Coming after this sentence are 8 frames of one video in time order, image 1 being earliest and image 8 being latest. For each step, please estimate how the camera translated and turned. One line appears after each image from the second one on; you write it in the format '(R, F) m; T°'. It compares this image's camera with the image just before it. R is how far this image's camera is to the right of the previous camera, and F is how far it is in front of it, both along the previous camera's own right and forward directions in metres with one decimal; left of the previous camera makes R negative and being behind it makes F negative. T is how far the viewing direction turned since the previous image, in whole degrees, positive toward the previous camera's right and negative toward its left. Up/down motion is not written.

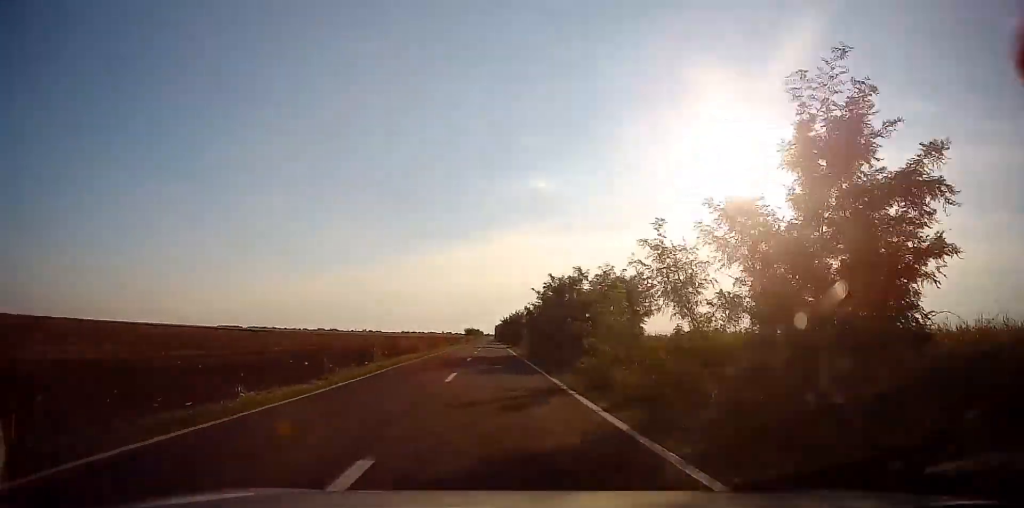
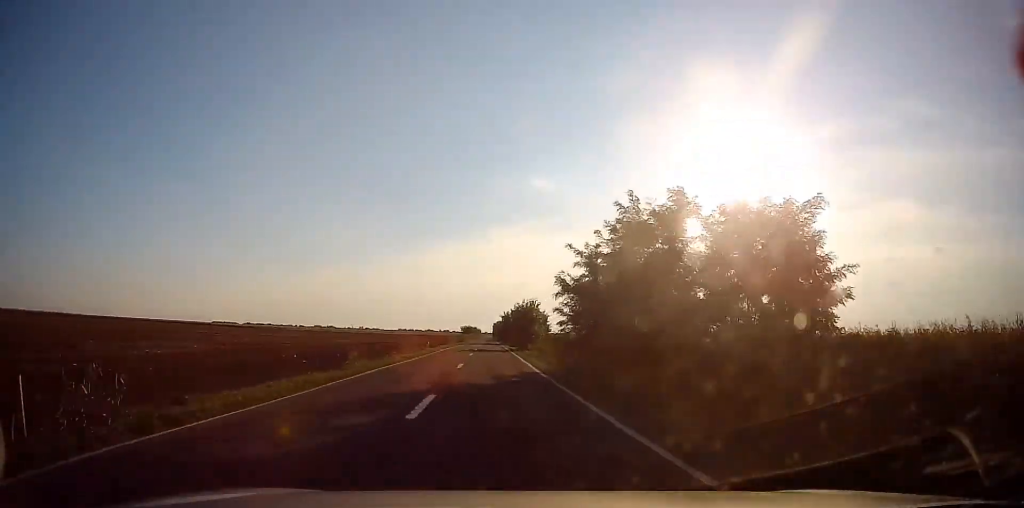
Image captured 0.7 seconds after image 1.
(-0.2, +18.5) m; -1°
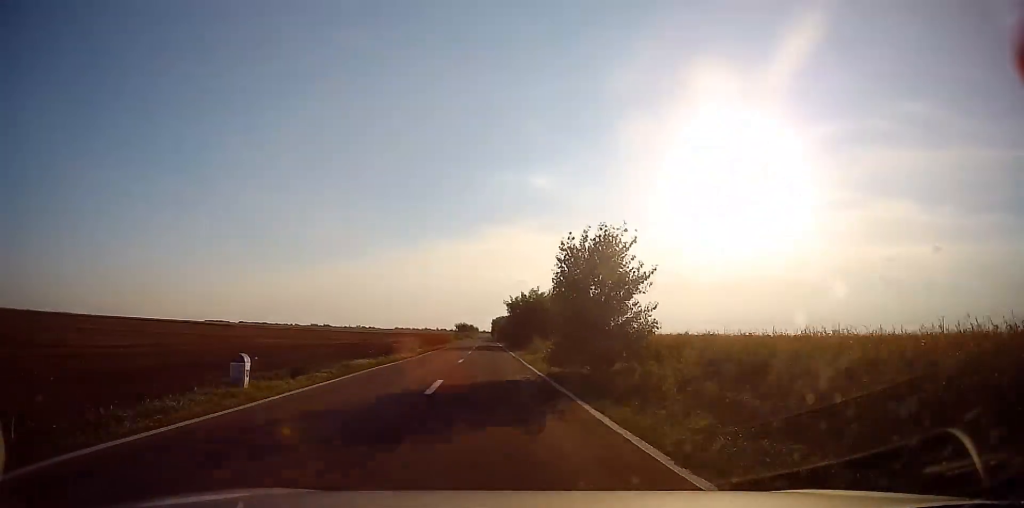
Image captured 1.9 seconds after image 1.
(+0.1, +32.9) m; +1°
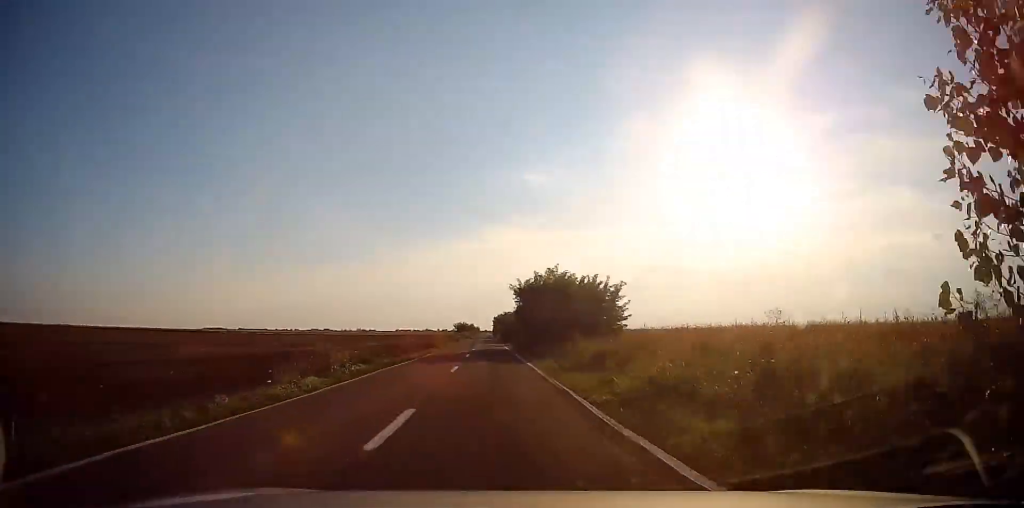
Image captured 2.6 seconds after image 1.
(0.0, +17.1) m; +1°
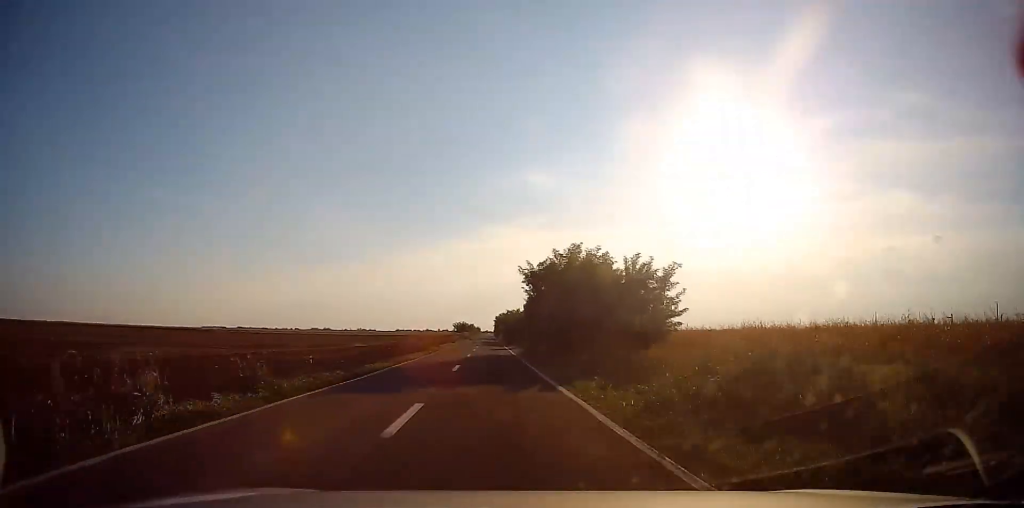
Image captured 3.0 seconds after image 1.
(+0.1, +11.0) m; 0°
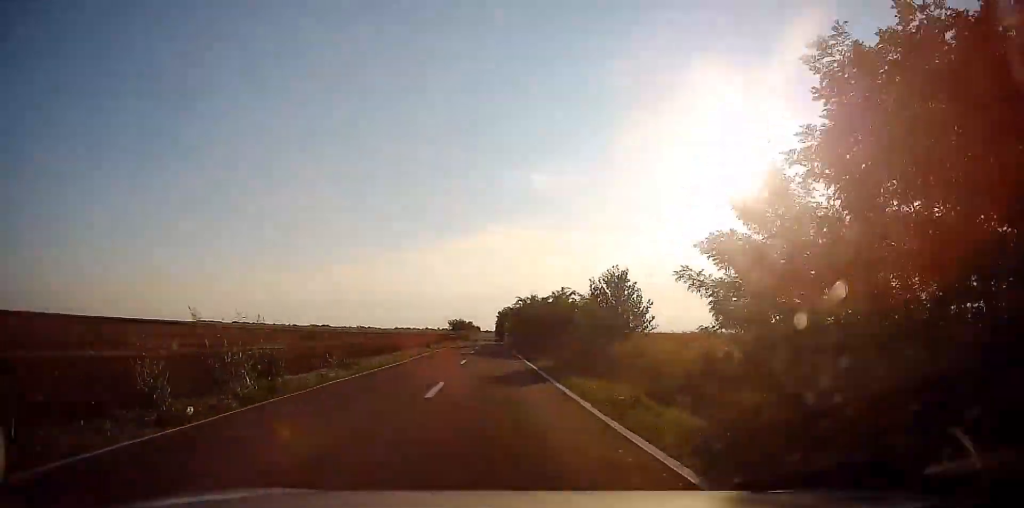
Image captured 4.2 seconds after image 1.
(-0.1, +32.2) m; -1°
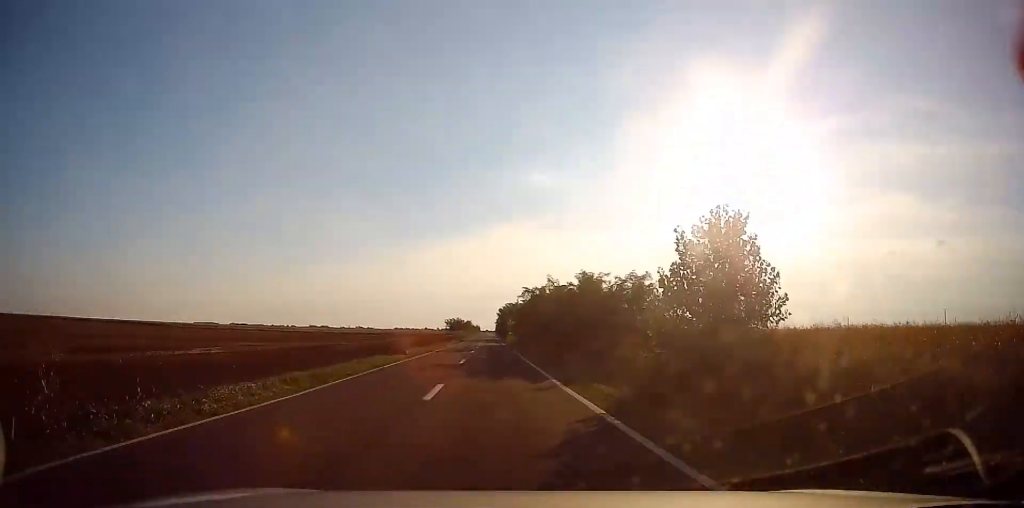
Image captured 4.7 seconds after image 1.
(-0.1, +12.4) m; 0°
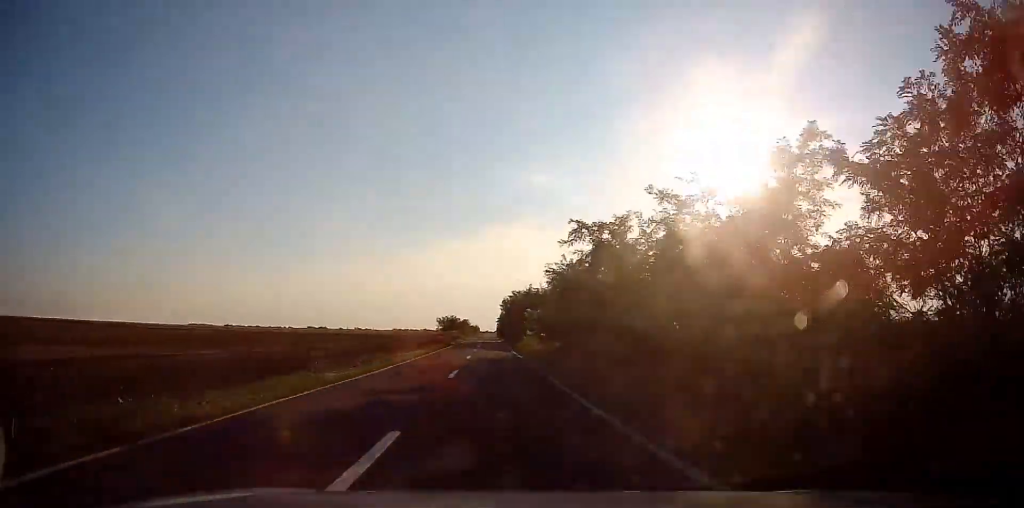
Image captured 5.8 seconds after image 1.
(0.0, +30.4) m; 0°
